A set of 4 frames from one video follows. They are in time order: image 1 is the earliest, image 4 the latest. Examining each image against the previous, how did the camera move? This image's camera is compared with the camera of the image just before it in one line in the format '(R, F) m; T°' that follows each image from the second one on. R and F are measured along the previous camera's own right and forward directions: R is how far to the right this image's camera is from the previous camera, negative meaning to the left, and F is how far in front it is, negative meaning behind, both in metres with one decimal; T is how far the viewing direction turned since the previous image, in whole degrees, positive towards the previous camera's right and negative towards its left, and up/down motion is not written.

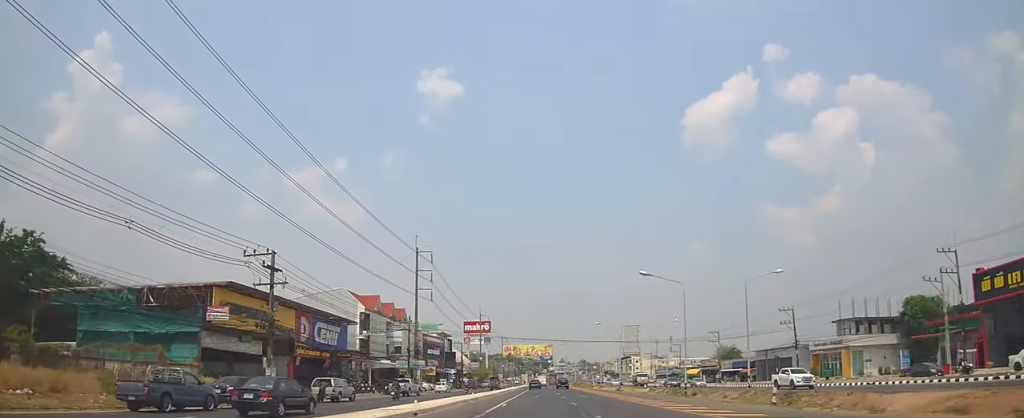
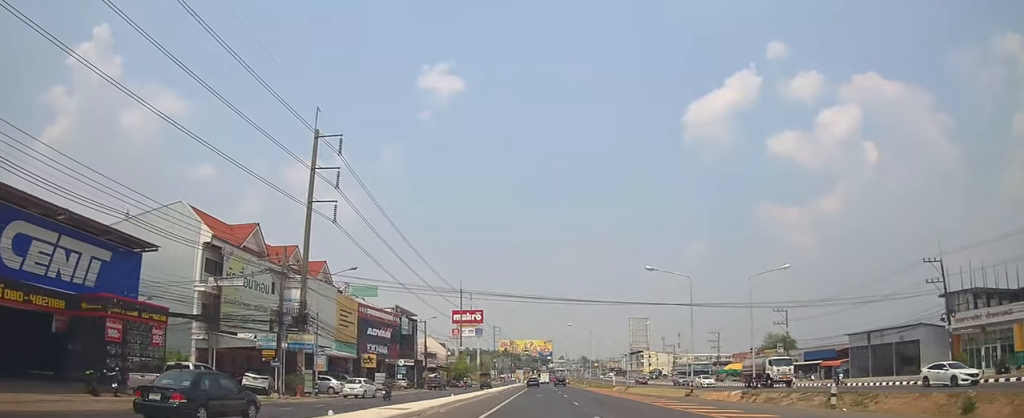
(0.0, +36.8) m; +3°
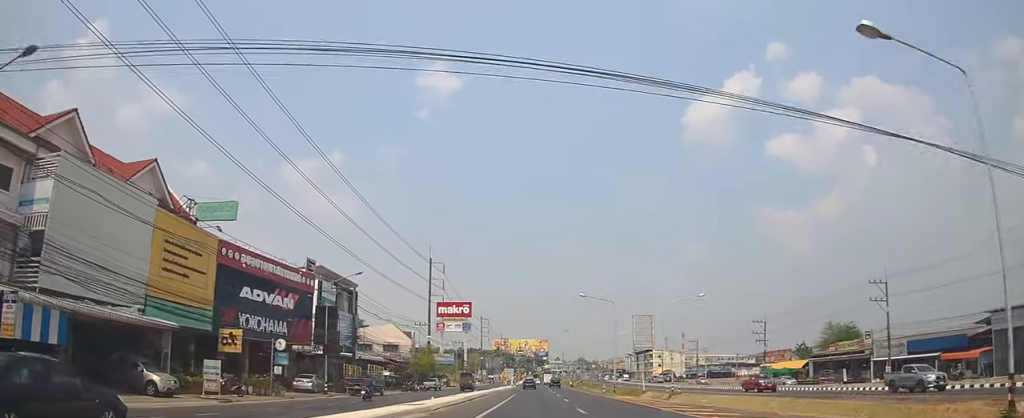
(+0.7, +29.1) m; -1°
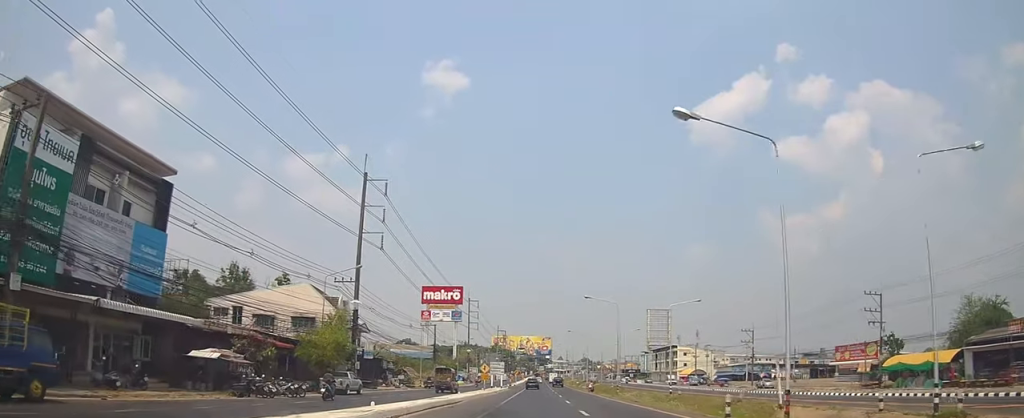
(-2.1, +34.9) m; -4°
